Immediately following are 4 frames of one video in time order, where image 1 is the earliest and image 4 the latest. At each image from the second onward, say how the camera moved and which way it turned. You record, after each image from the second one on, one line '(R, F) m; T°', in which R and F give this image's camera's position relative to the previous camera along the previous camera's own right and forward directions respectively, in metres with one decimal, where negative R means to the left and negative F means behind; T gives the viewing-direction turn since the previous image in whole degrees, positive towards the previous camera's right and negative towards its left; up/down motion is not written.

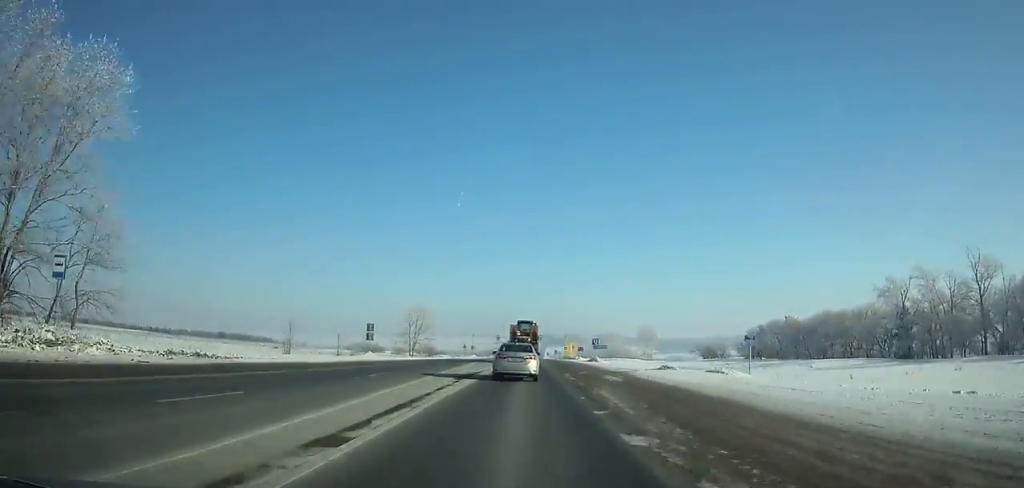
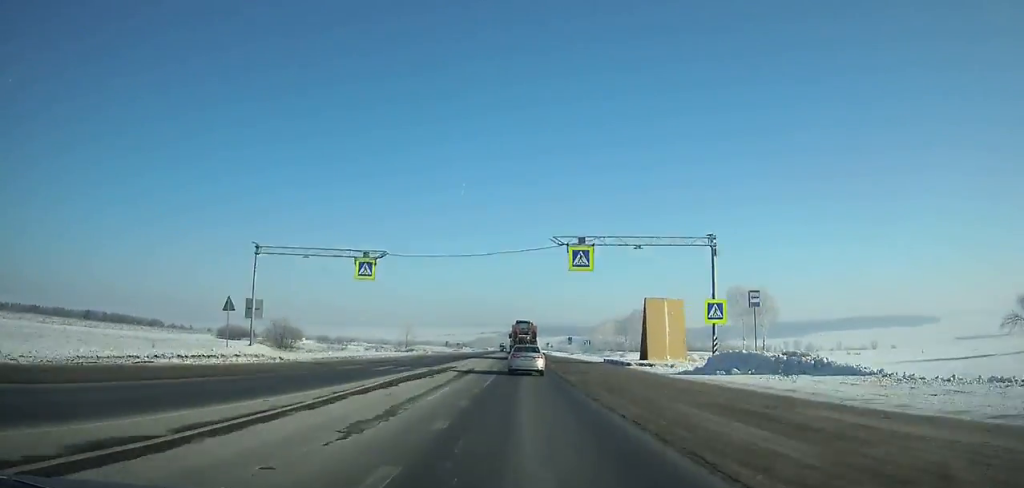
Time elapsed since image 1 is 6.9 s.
(+0.8, +137.1) m; 0°
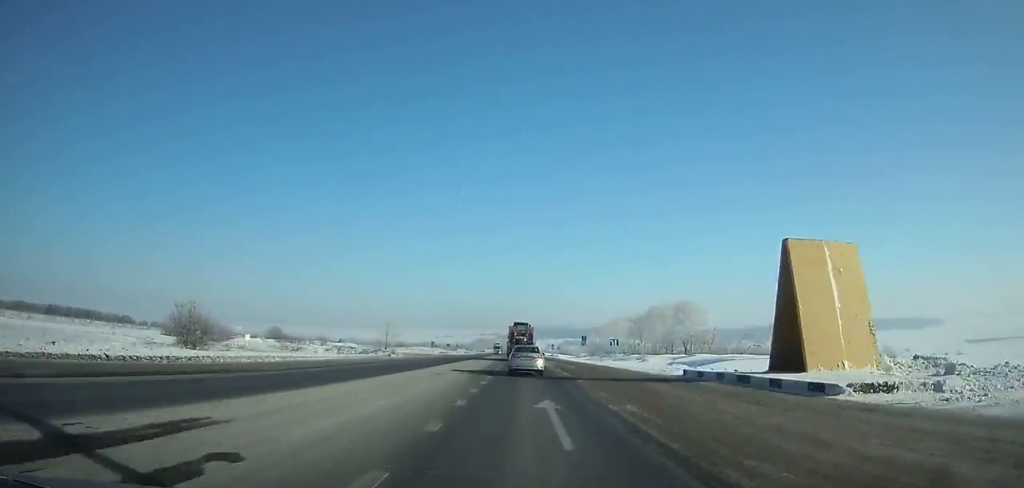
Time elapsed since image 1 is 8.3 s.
(0.0, +28.5) m; 0°
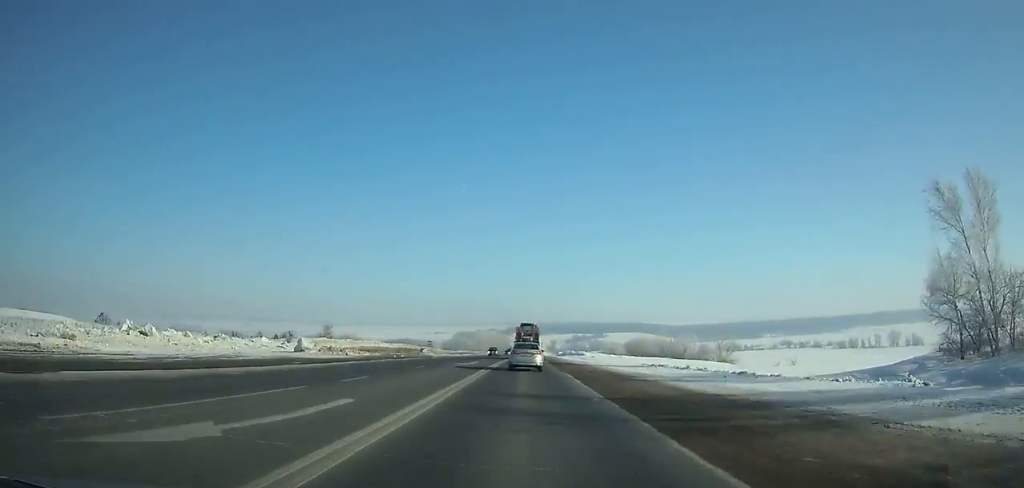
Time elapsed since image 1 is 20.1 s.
(-1.1, +246.6) m; 0°
